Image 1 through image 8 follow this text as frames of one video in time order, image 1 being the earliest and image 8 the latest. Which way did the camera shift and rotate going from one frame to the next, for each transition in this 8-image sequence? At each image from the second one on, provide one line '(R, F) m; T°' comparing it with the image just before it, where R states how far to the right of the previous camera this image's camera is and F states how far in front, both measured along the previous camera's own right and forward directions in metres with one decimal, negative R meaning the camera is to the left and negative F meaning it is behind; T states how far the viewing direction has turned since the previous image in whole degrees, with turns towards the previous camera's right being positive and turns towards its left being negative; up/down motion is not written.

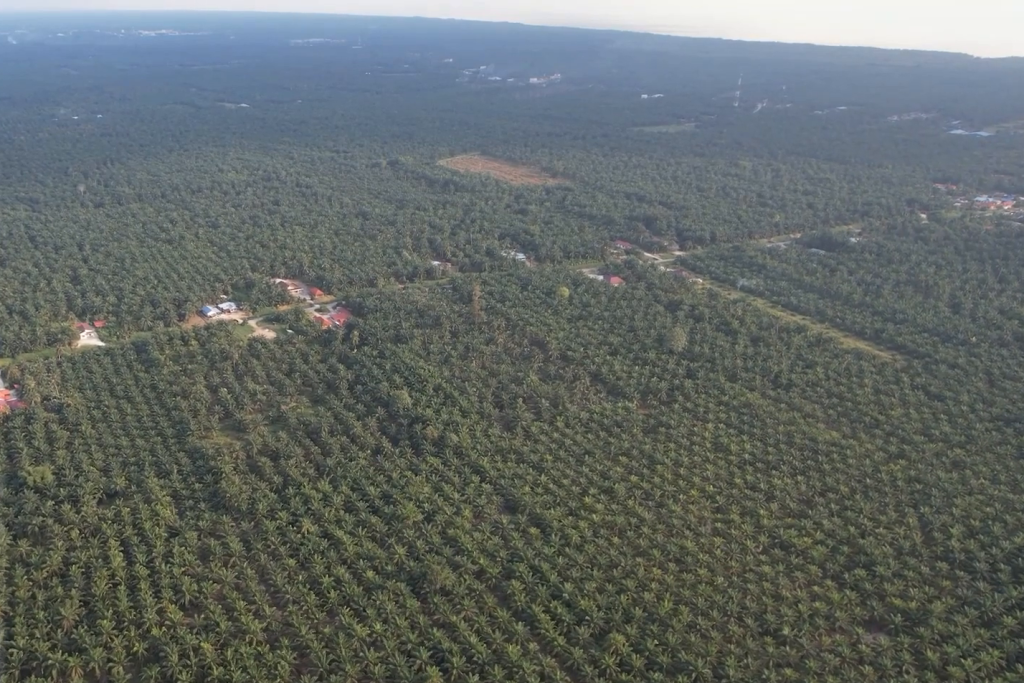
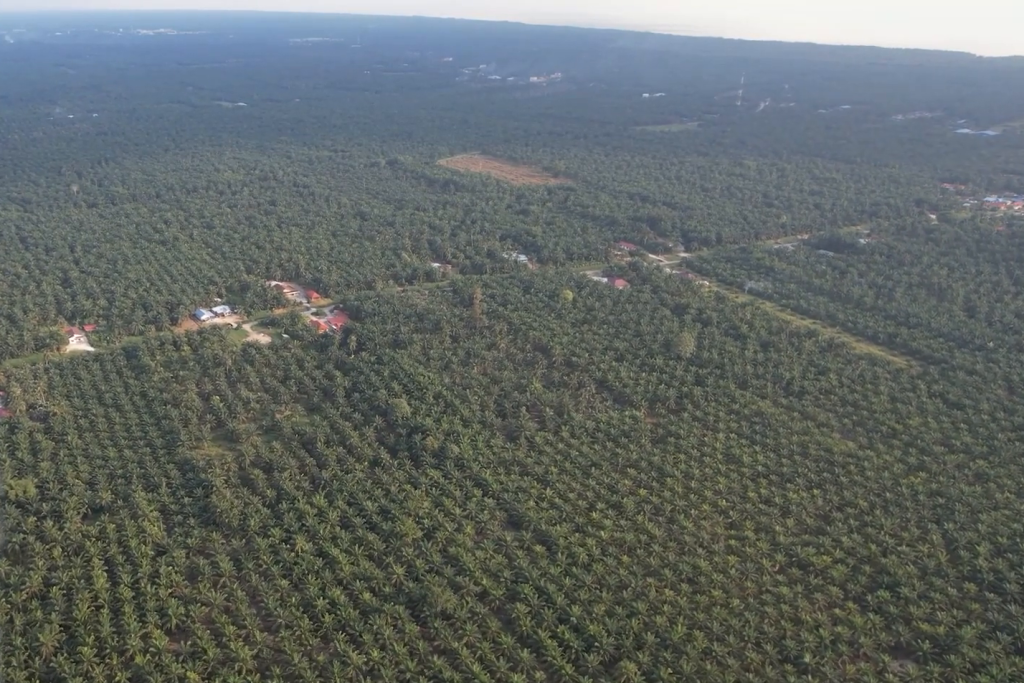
(-0.1, +18.2) m; 0°
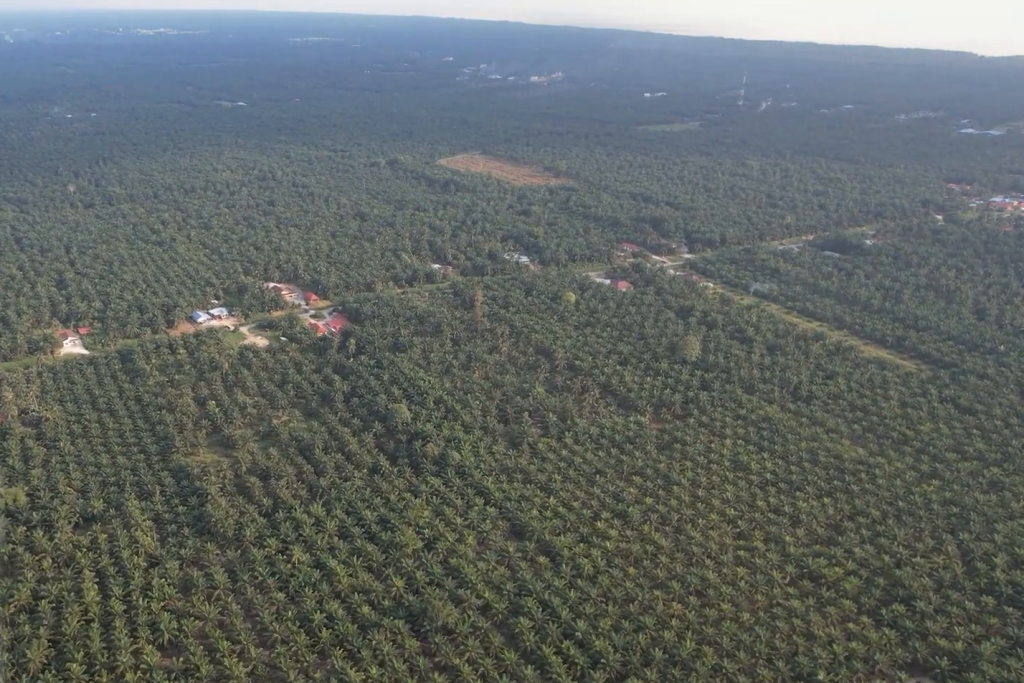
(0.0, +9.7) m; 0°
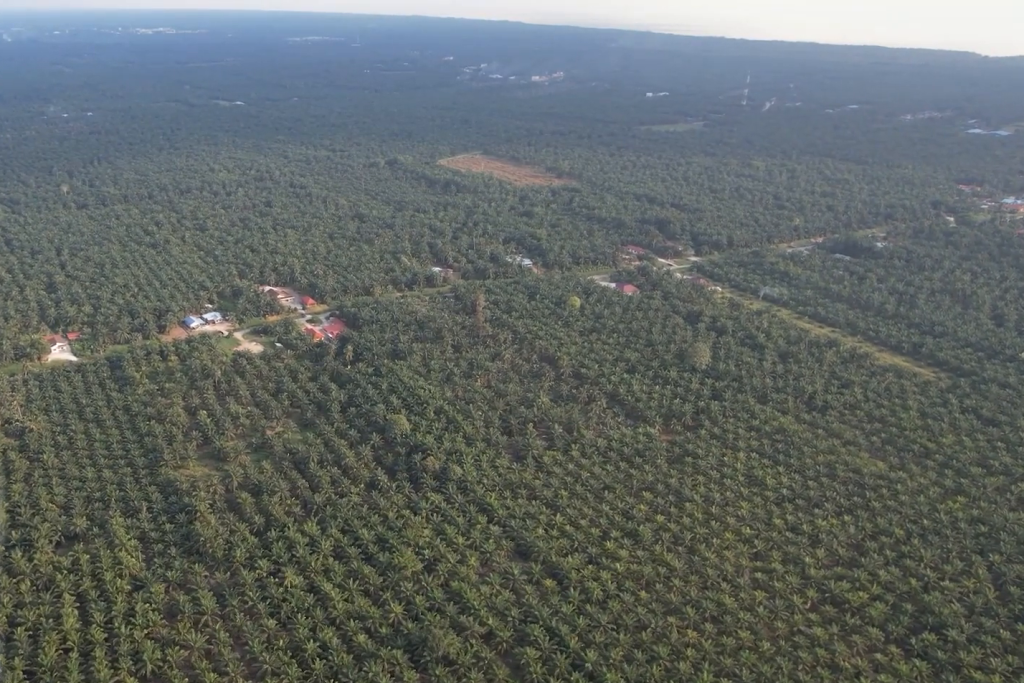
(0.0, +19.0) m; 0°
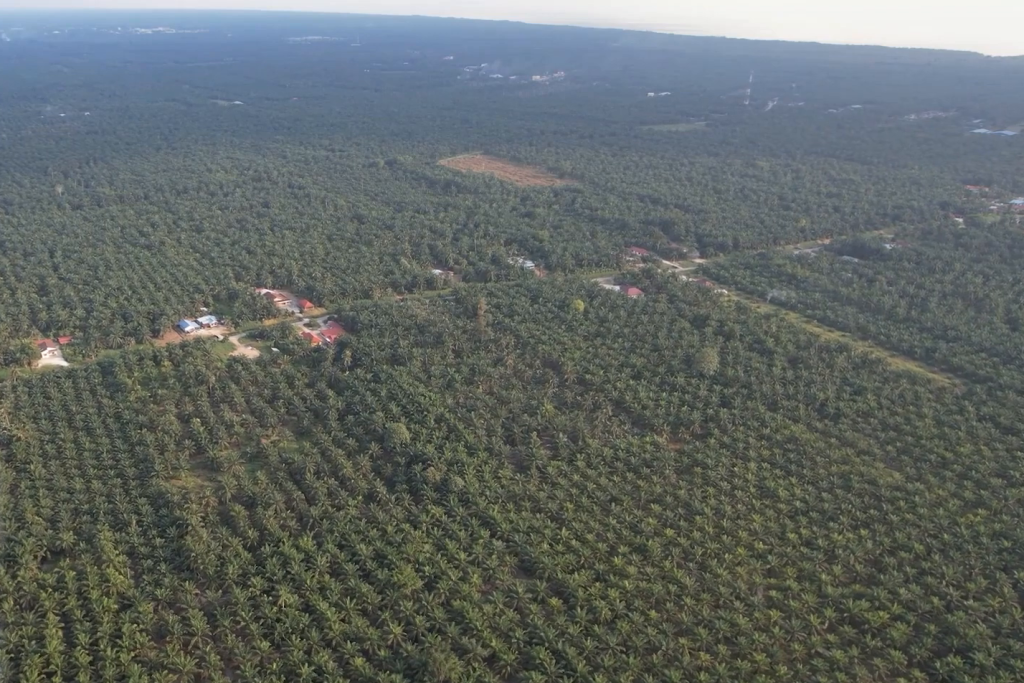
(0.0, +14.0) m; 0°
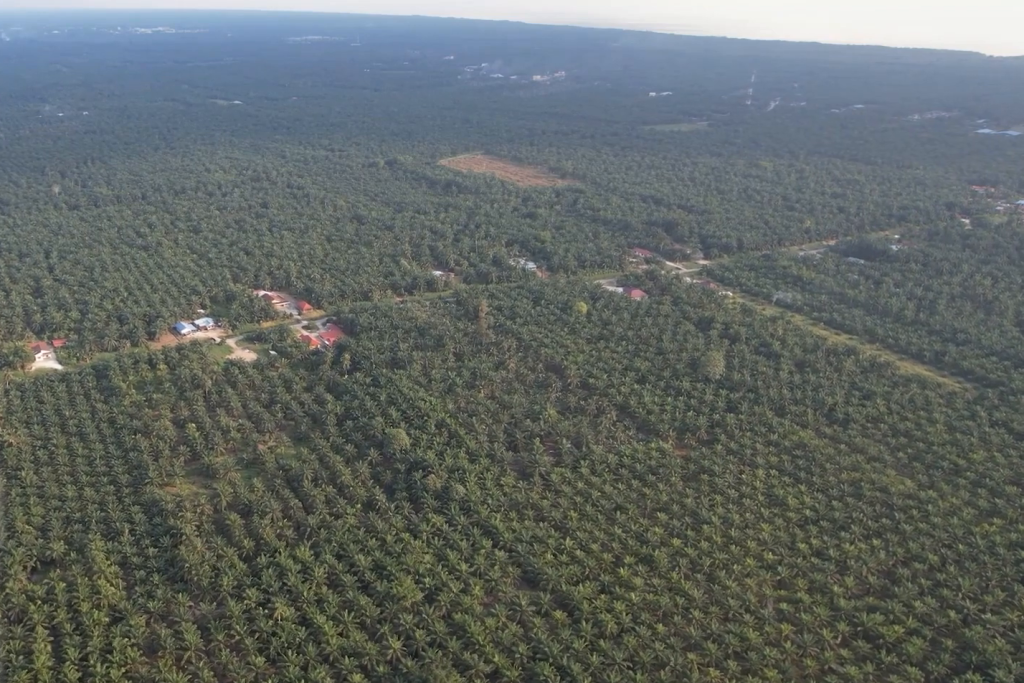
(0.0, +9.4) m; 0°
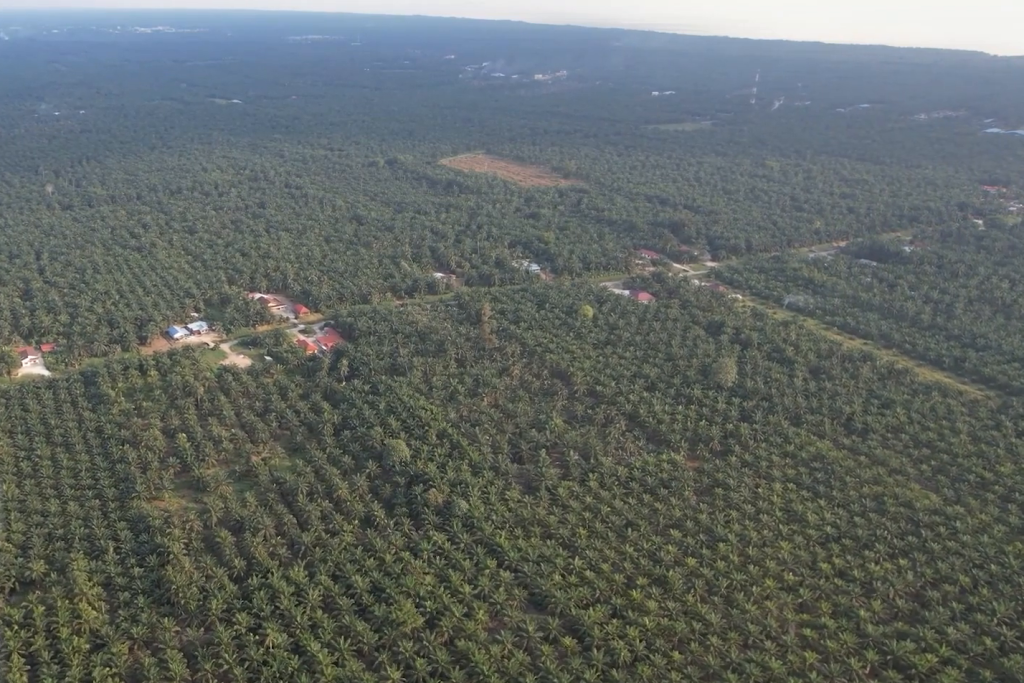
(0.0, +18.3) m; 0°
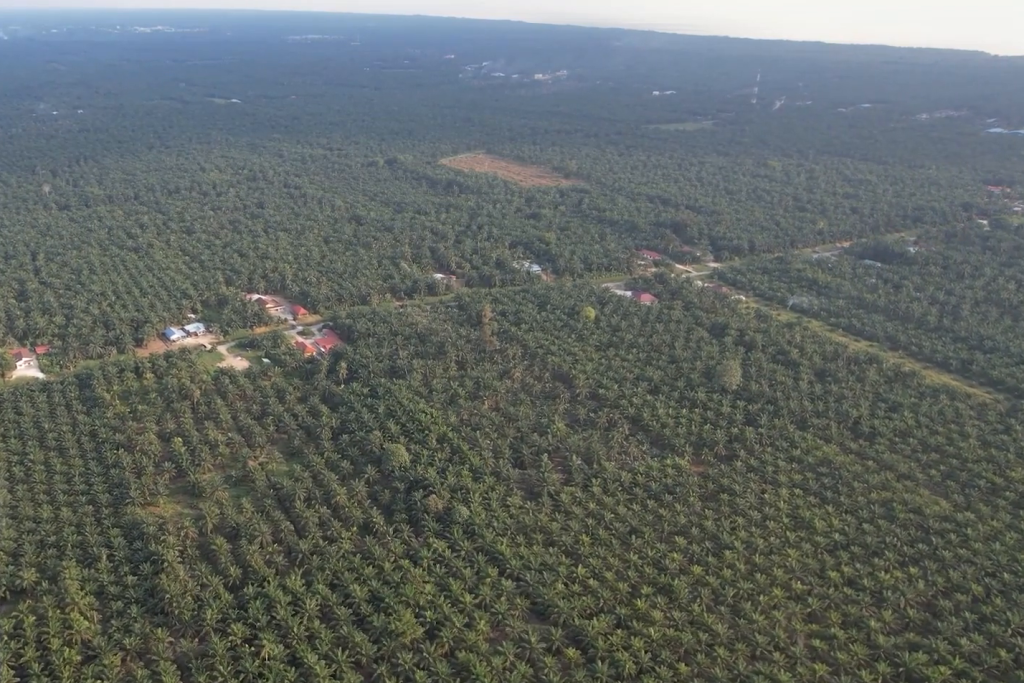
(0.0, +7.1) m; 0°
